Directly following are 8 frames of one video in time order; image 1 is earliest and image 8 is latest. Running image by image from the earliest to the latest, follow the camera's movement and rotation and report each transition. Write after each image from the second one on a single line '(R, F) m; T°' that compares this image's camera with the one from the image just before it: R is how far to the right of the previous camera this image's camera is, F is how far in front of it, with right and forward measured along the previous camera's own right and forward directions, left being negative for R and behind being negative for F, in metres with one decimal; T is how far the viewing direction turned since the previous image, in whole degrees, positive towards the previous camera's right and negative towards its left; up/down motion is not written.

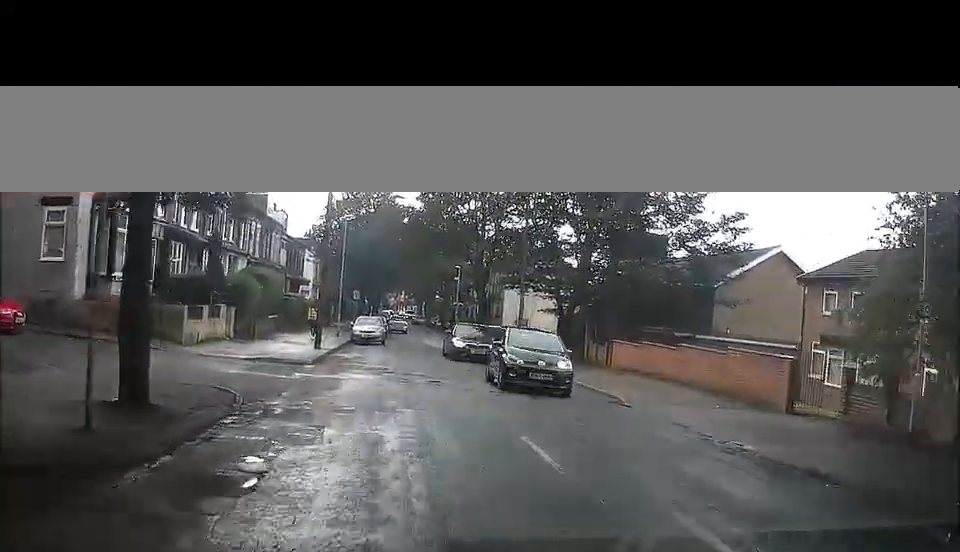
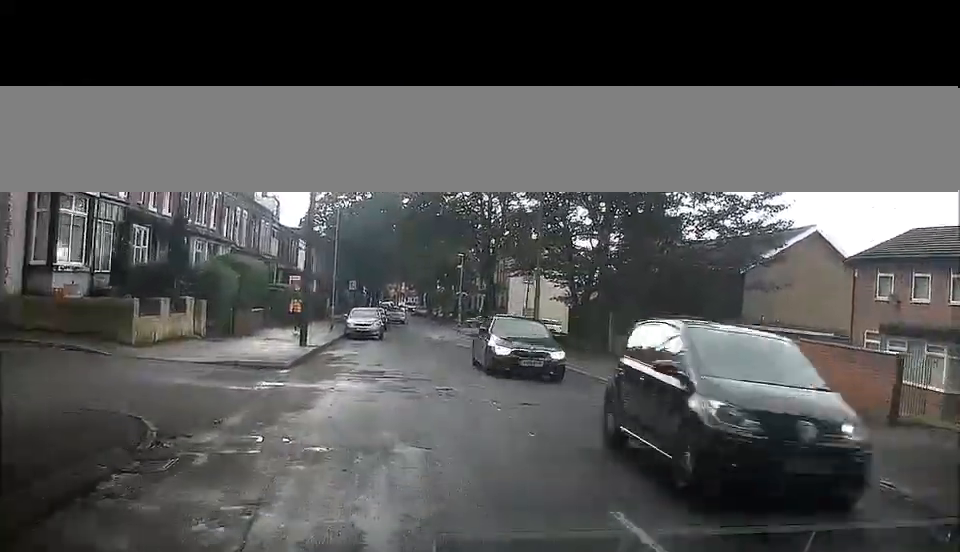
(-0.1, +2.9) m; -2°
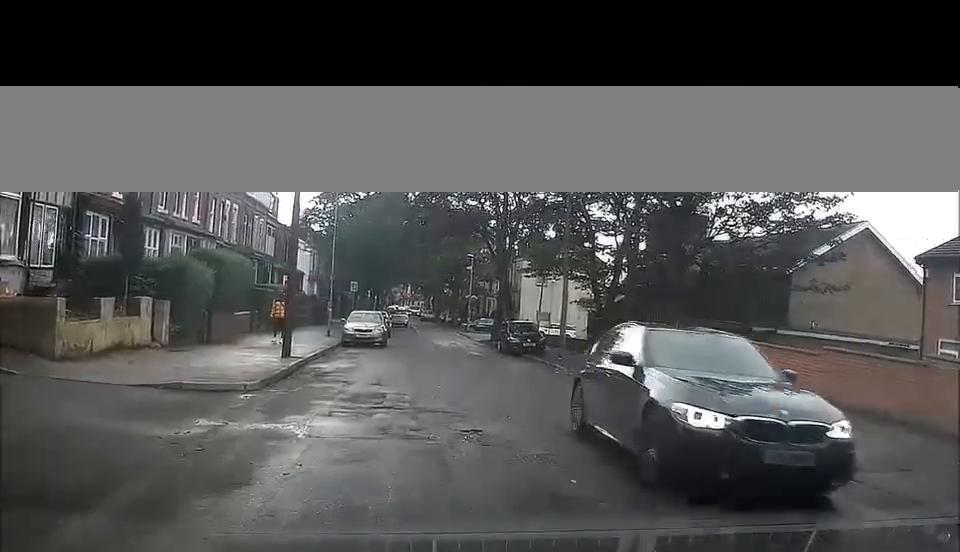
(-0.1, +3.5) m; -1°
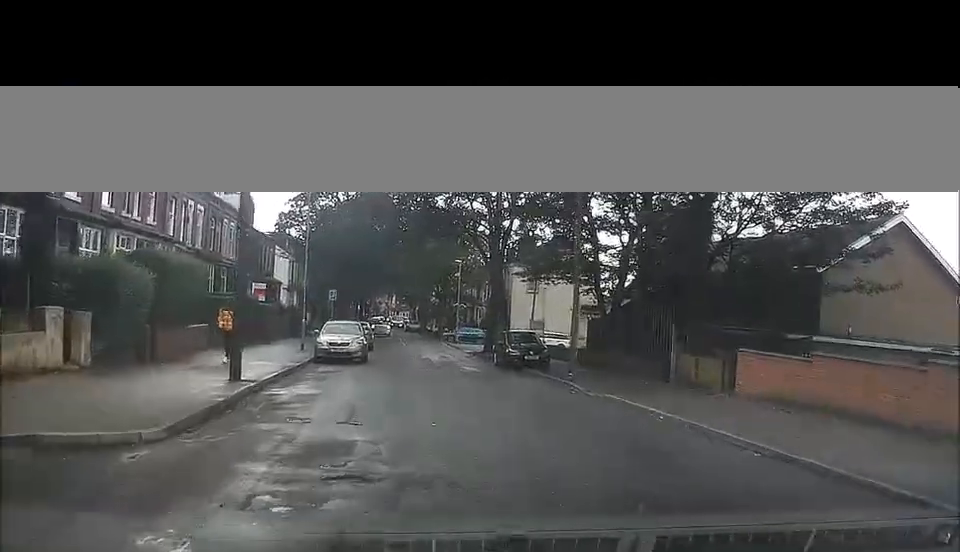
(+0.1, +4.7) m; -1°
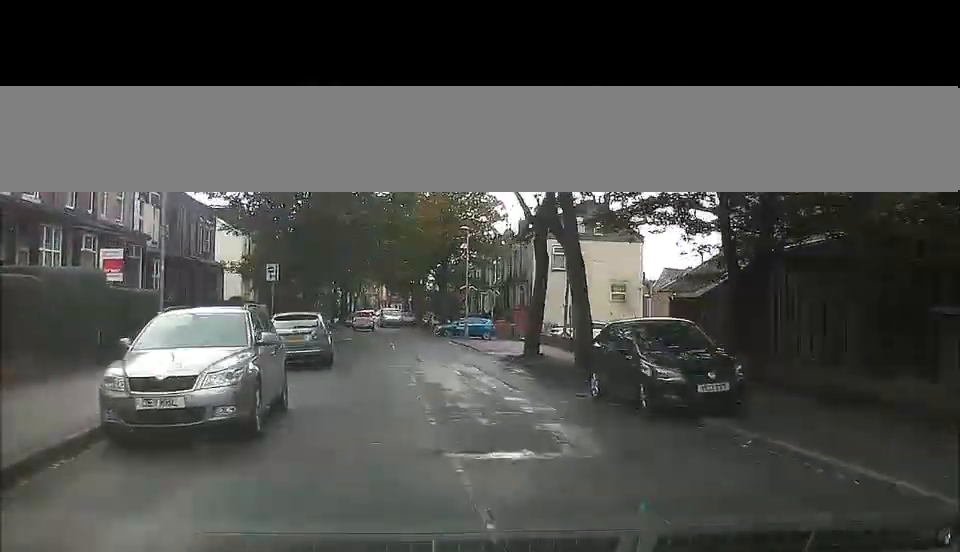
(+0.3, +19.1) m; +2°
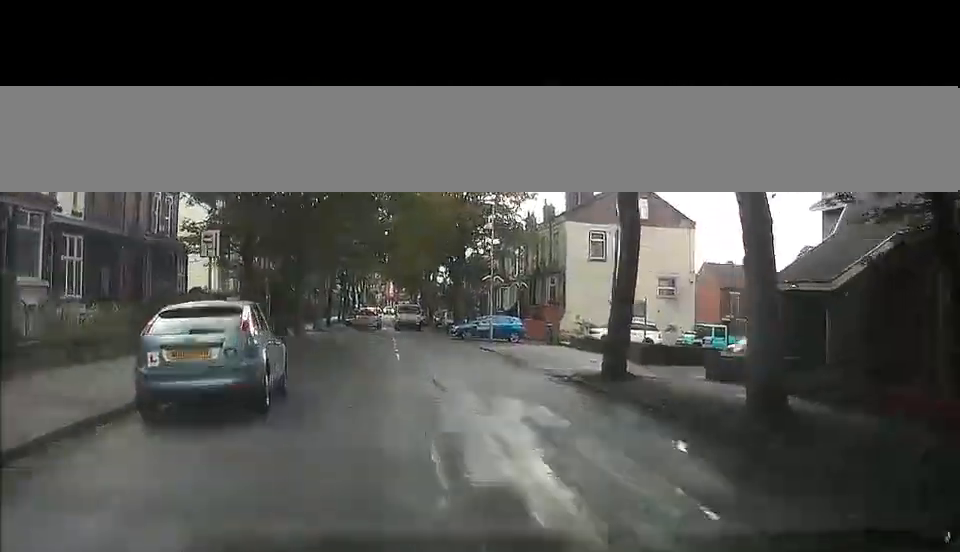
(+0.1, +10.4) m; -1°
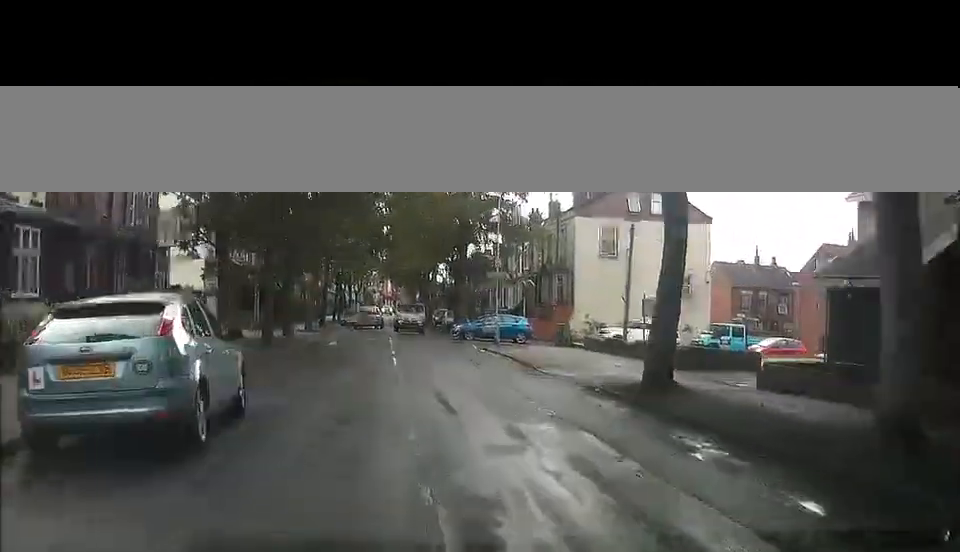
(0.0, +3.2) m; -1°
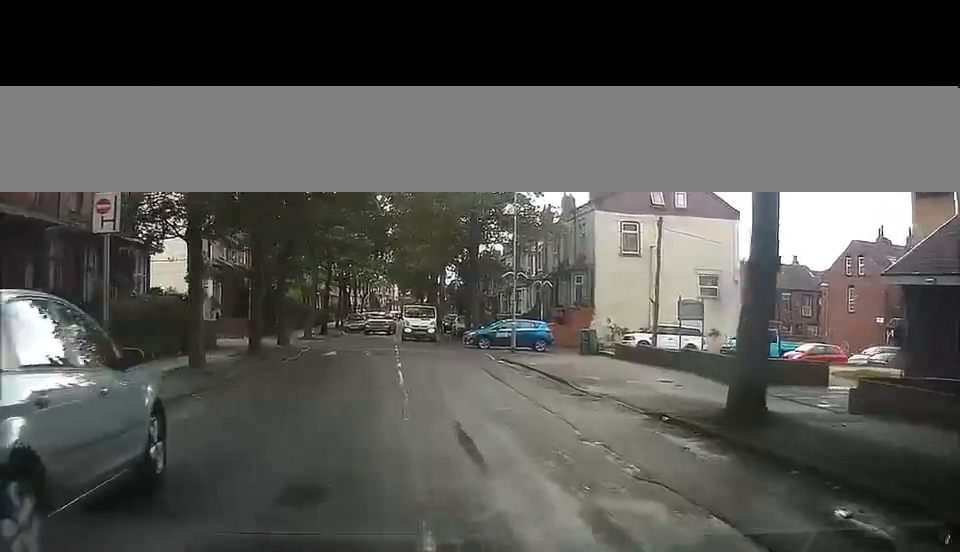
(-0.2, +3.7) m; -2°
